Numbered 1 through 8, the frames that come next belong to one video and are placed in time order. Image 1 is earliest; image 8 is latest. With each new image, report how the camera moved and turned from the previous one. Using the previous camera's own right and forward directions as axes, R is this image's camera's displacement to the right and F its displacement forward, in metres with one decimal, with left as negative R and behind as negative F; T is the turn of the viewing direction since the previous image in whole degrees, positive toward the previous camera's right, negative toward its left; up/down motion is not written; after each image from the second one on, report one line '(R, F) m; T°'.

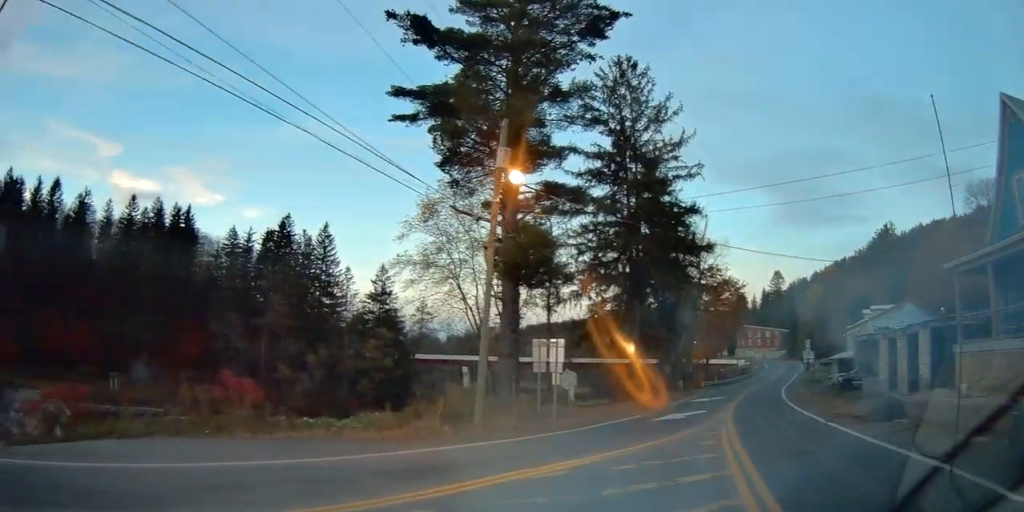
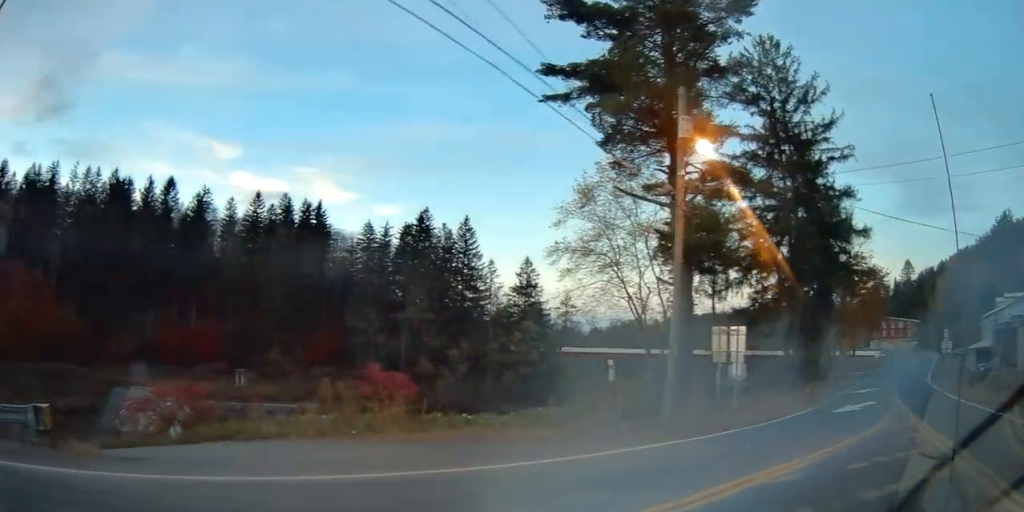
(-0.3, +2.2) m; -15°
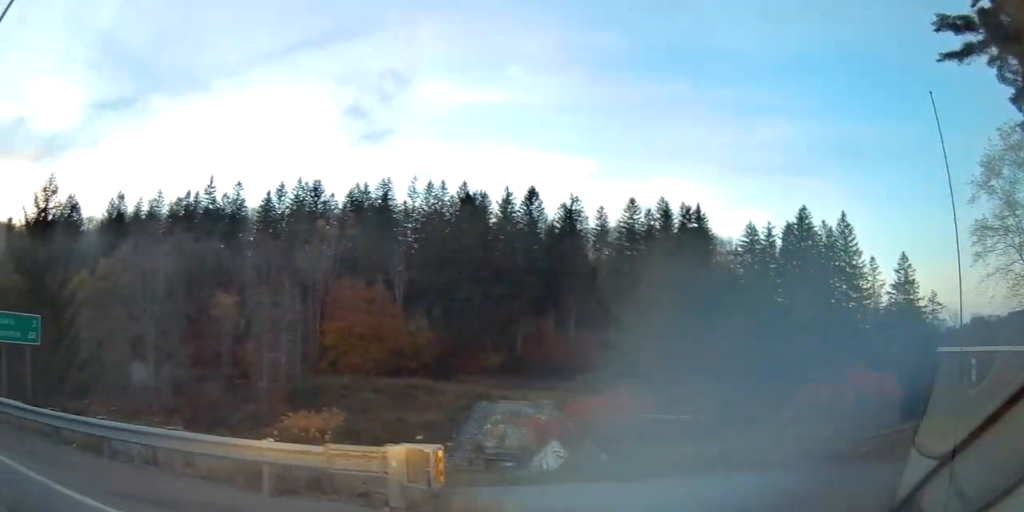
(-1.8, +5.3) m; -37°
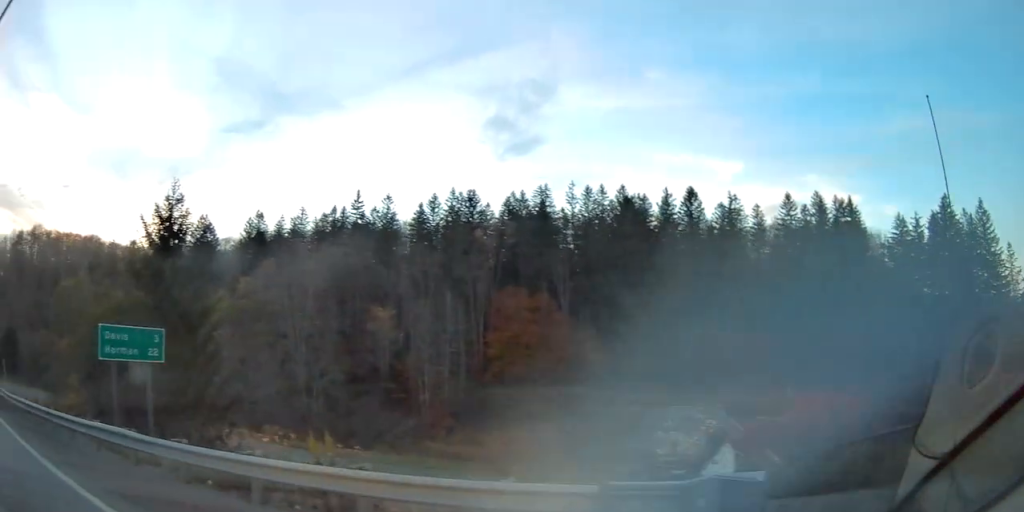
(-0.3, +2.4) m; -14°
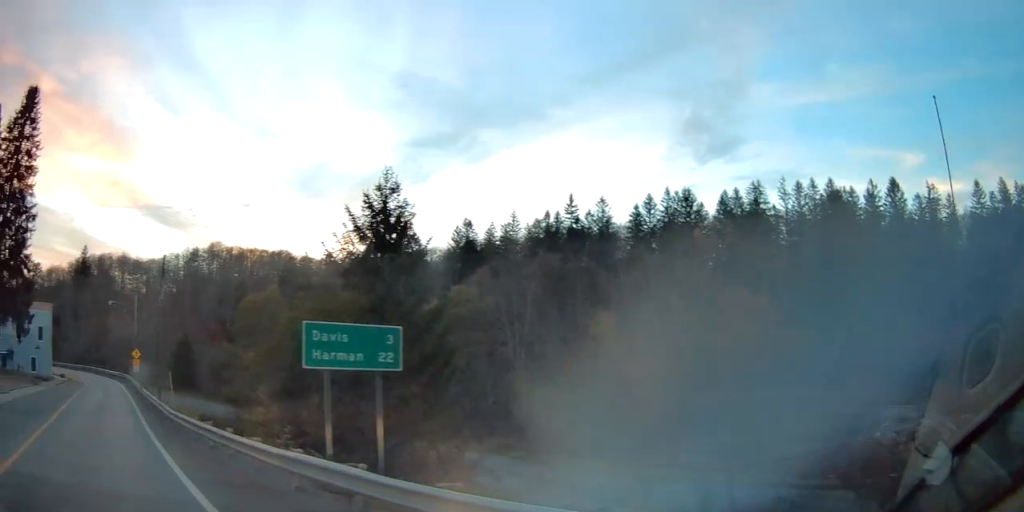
(-0.6, +3.2) m; -19°
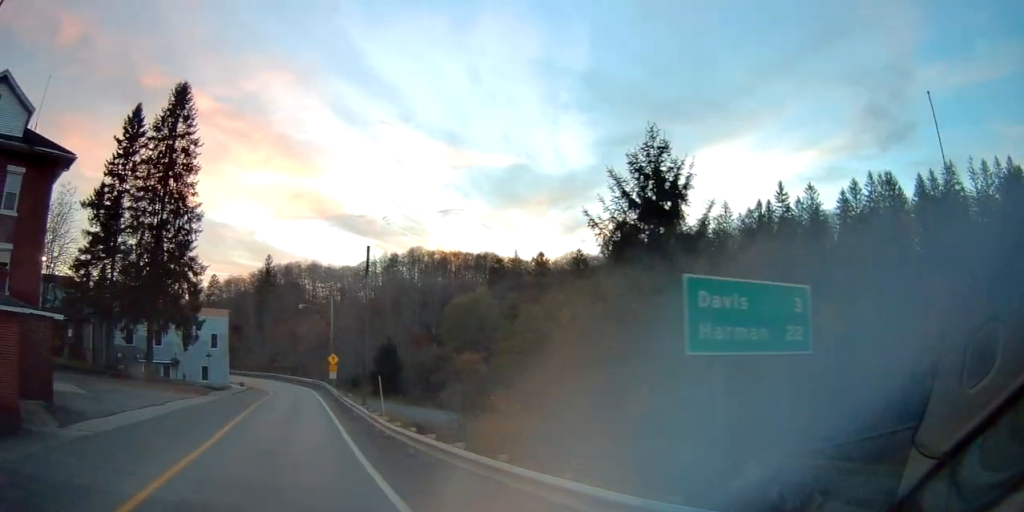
(-0.9, +4.2) m; -18°
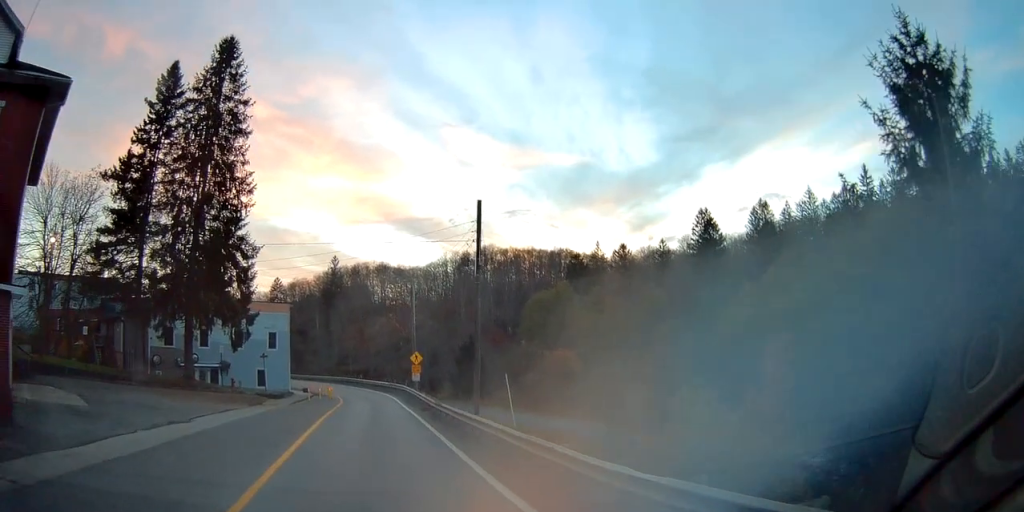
(-1.3, +7.7) m; -12°
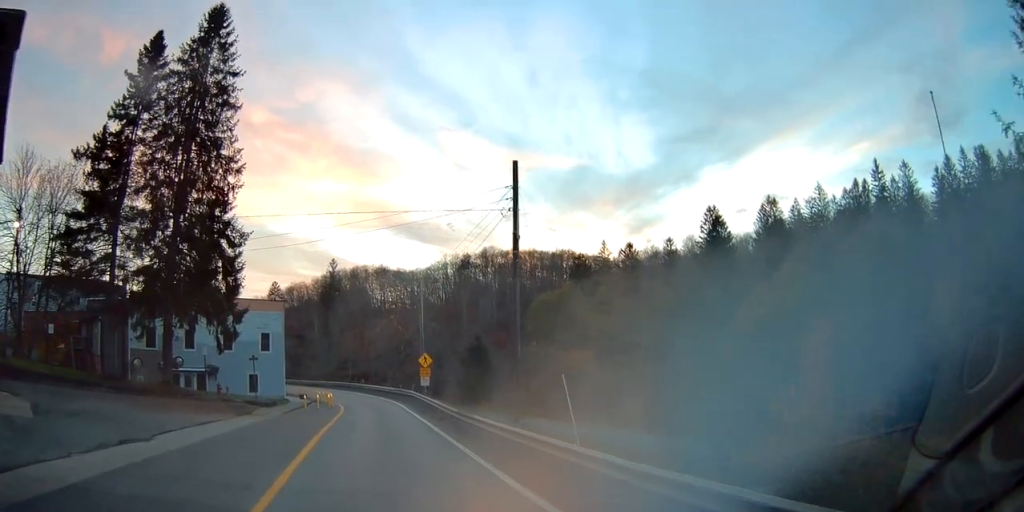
(0.0, +4.4) m; 0°
